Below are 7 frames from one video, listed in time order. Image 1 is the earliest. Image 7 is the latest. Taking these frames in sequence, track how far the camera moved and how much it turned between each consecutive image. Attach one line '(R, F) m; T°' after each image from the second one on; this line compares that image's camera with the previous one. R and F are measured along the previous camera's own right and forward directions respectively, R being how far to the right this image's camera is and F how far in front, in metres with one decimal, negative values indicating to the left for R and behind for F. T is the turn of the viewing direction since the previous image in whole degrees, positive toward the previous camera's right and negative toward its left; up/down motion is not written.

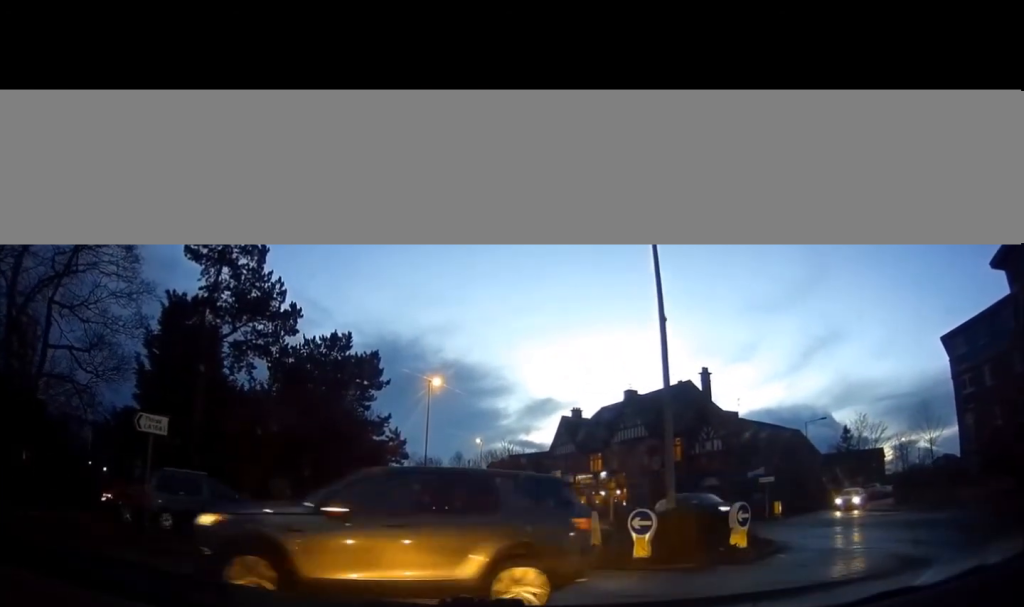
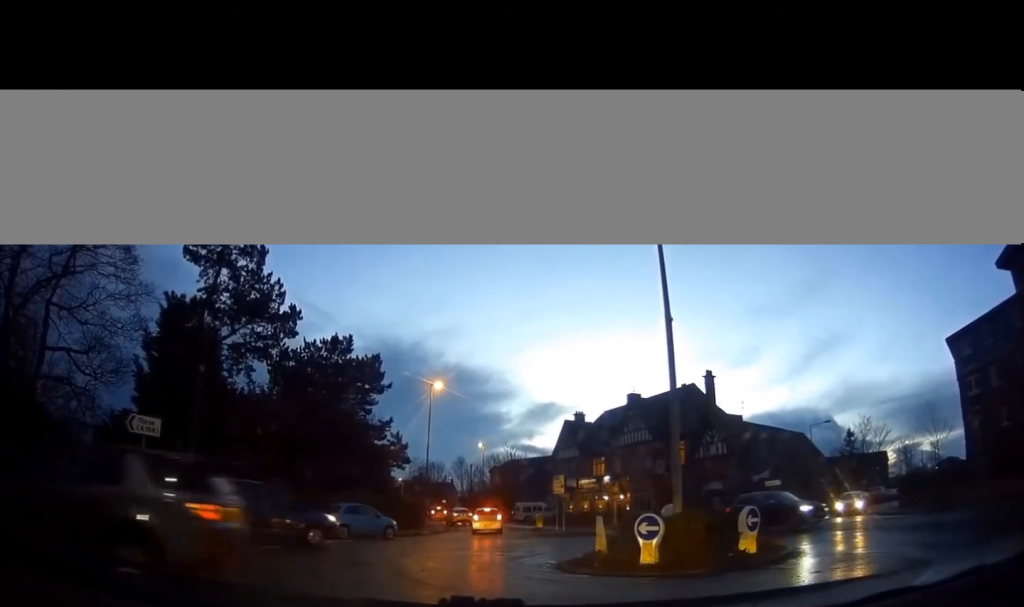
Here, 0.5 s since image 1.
(0.0, +0.7) m; -2°
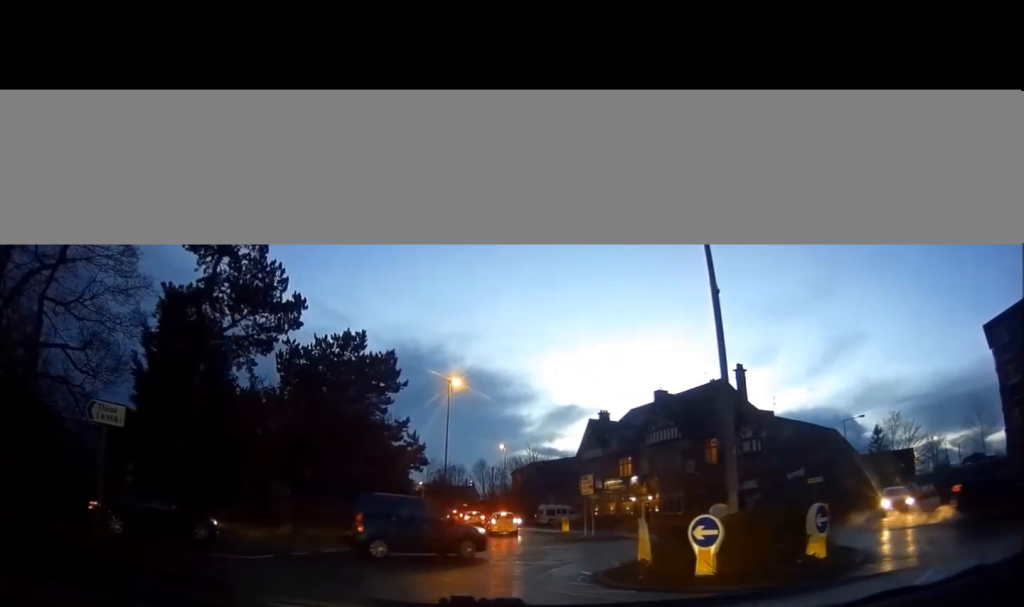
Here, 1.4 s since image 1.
(-0.2, +2.2) m; -4°
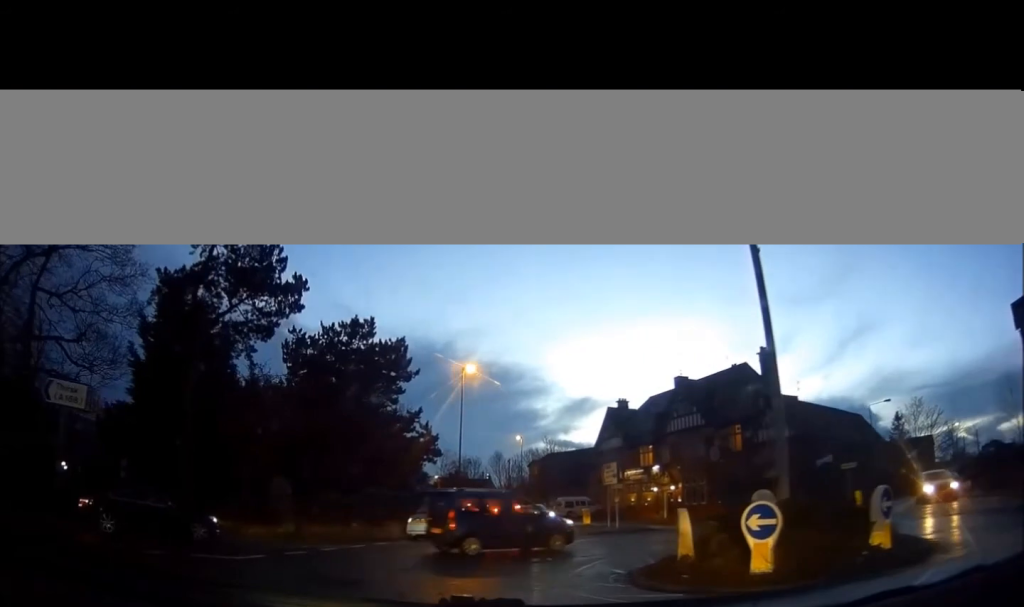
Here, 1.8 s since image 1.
(0.0, +1.7) m; +1°
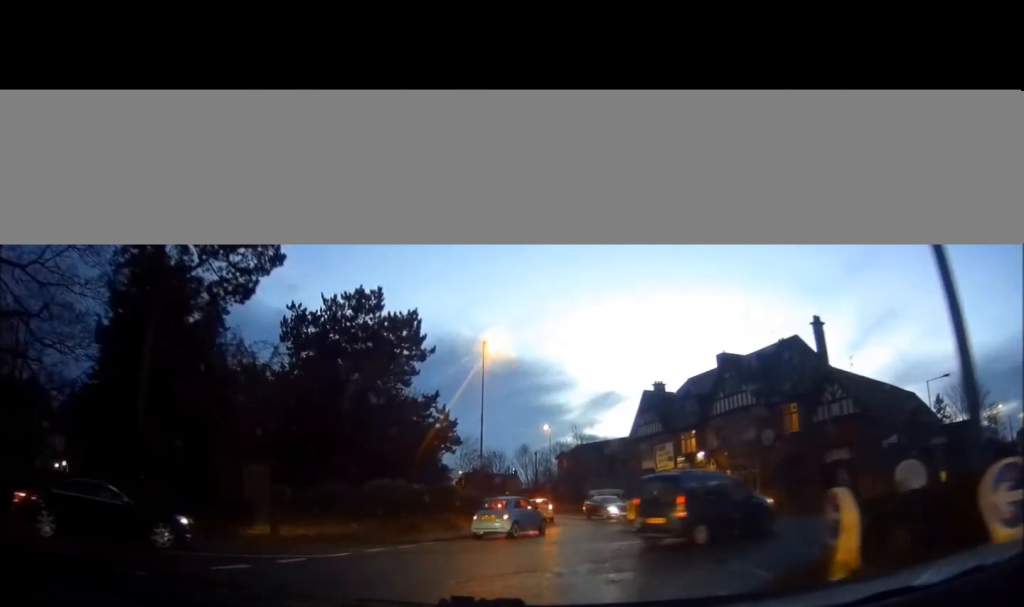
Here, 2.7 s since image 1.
(0.0, +4.3) m; +2°
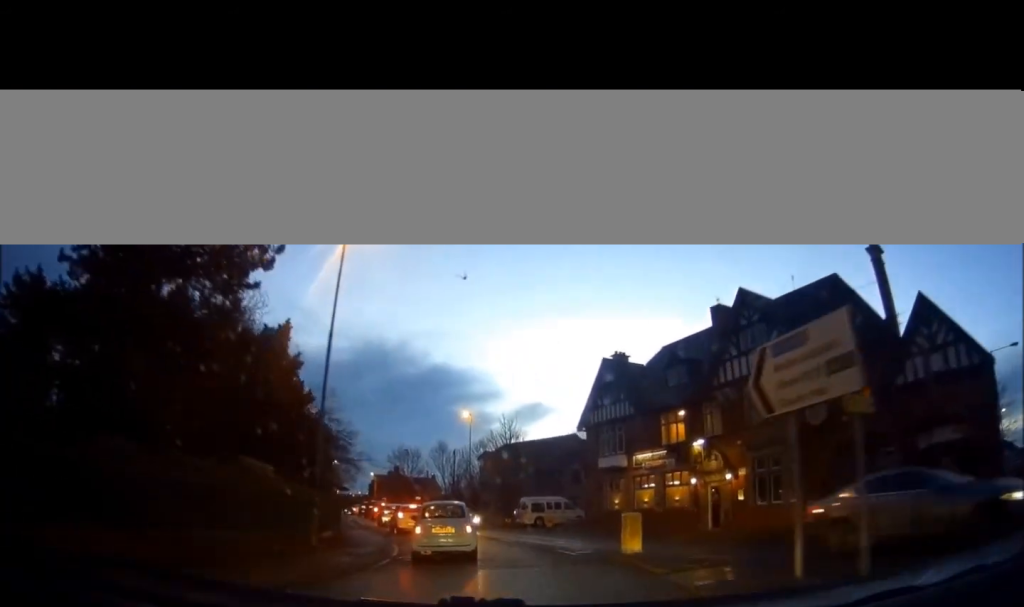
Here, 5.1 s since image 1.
(+1.1, +13.9) m; +8°
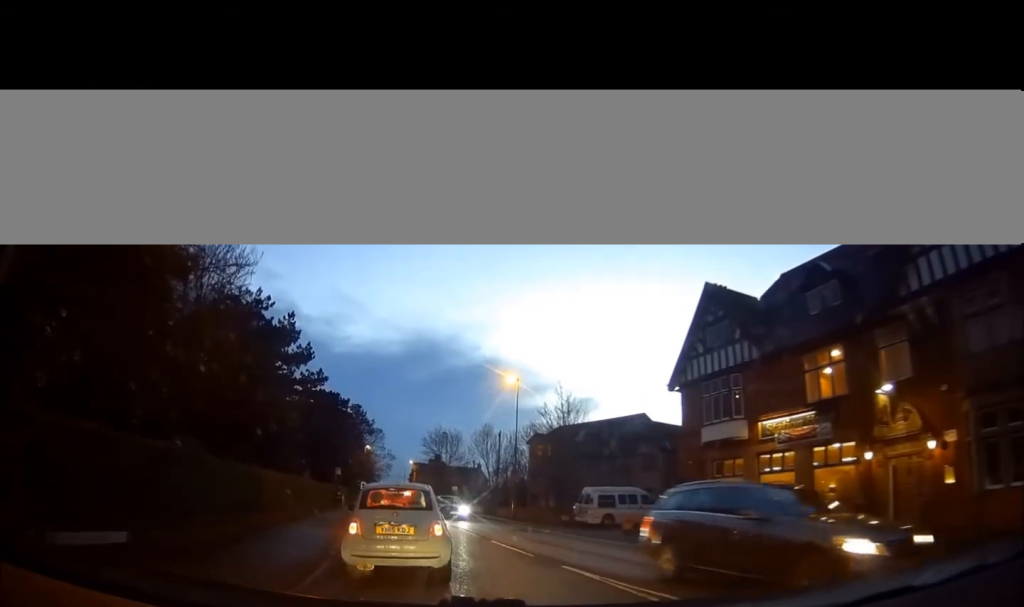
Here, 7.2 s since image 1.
(-0.8, +10.5) m; -11°
